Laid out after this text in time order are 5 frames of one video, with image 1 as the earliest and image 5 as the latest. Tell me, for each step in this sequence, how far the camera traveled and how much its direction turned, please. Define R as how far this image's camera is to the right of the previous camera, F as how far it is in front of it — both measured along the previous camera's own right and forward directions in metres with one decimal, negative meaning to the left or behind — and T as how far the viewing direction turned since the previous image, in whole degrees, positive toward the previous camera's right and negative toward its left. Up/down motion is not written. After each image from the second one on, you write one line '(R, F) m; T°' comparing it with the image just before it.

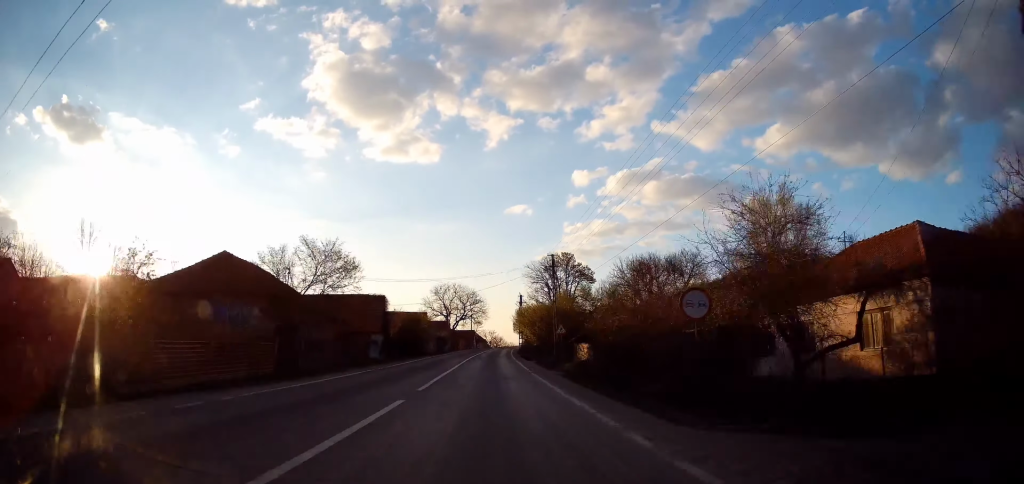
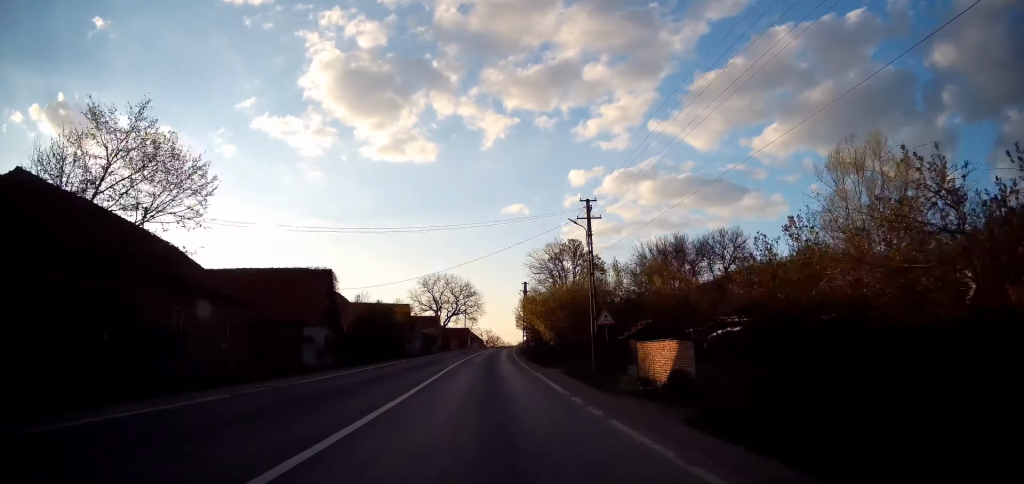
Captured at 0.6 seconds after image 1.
(0.0, +14.7) m; +1°
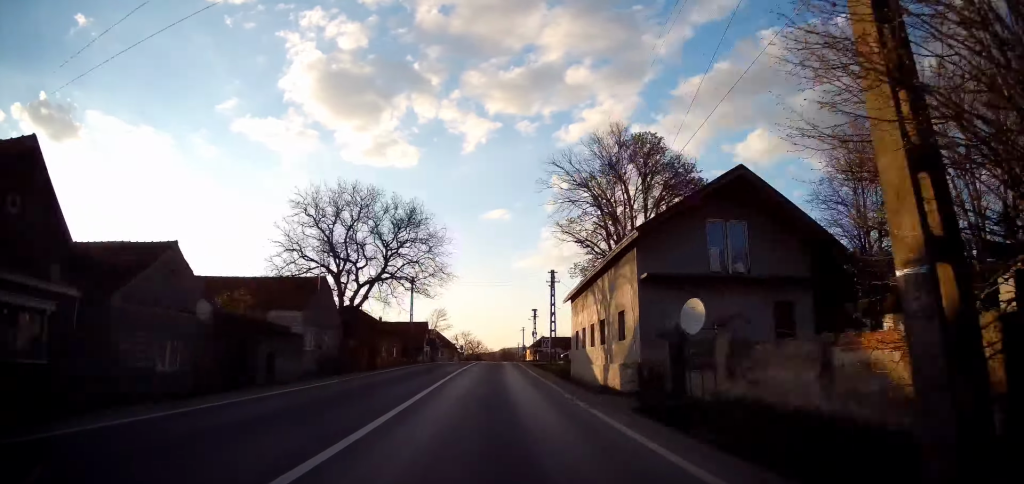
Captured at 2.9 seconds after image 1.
(+1.5, +56.3) m; +3°
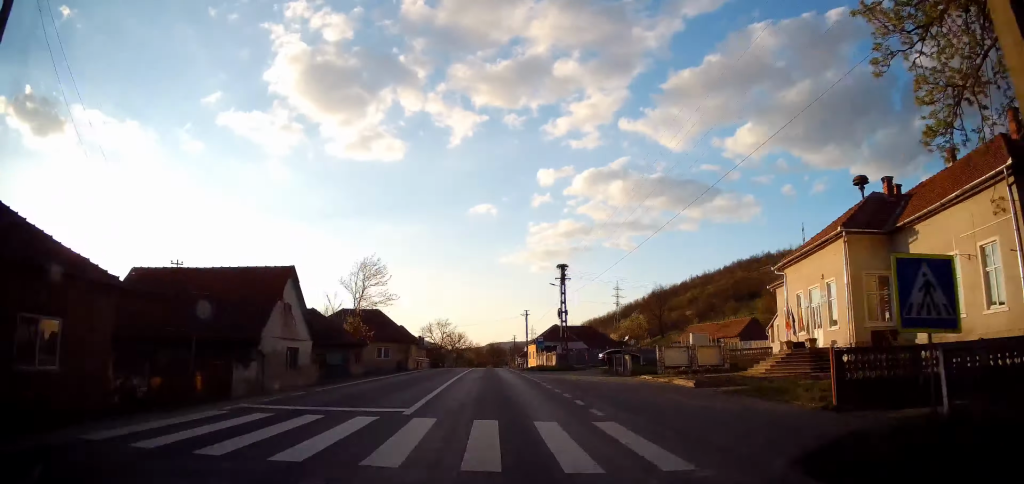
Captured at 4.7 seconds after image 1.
(+0.6, +44.1) m; +1°
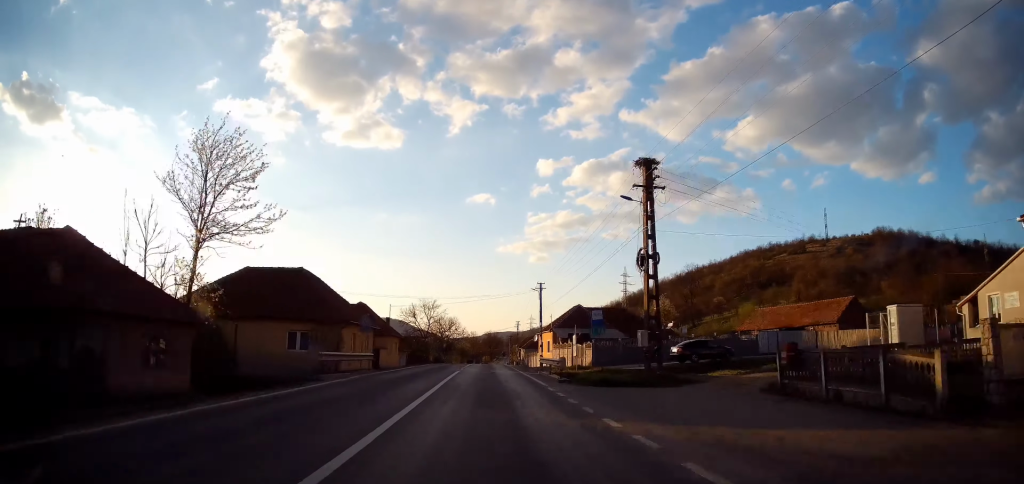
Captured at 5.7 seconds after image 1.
(+0.2, +23.7) m; 0°
